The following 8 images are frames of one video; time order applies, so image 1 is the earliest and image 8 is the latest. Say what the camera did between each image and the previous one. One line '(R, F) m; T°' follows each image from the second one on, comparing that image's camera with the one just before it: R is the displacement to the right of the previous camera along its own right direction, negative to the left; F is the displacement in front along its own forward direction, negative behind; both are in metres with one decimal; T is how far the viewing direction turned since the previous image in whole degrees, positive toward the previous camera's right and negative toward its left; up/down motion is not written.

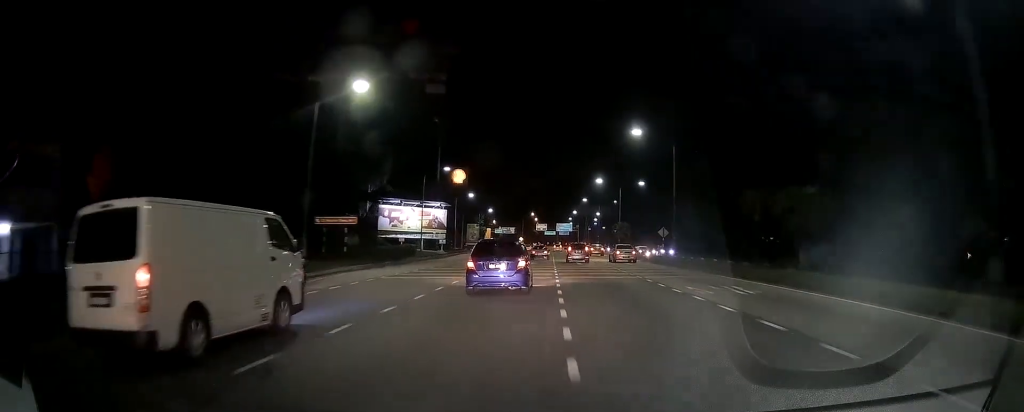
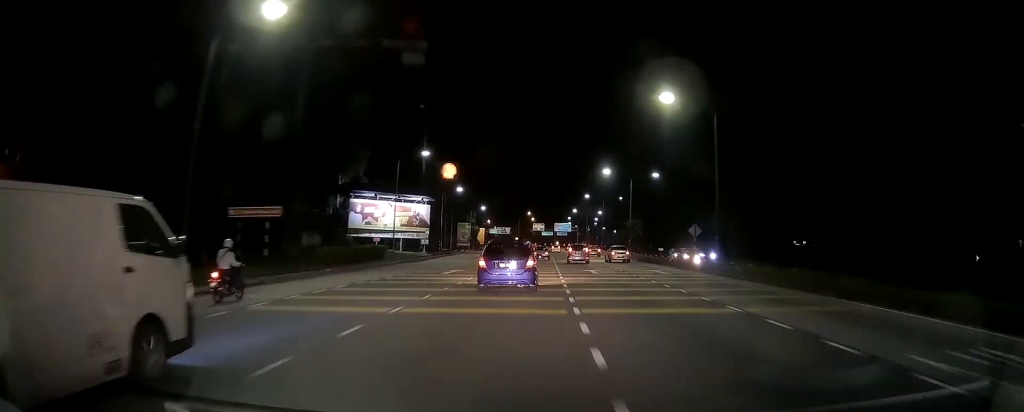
(0.0, +12.0) m; 0°
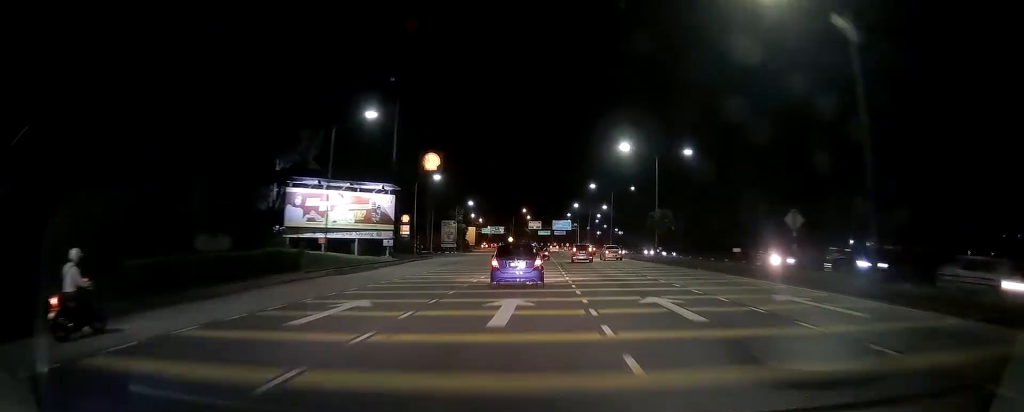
(0.0, +18.0) m; 0°
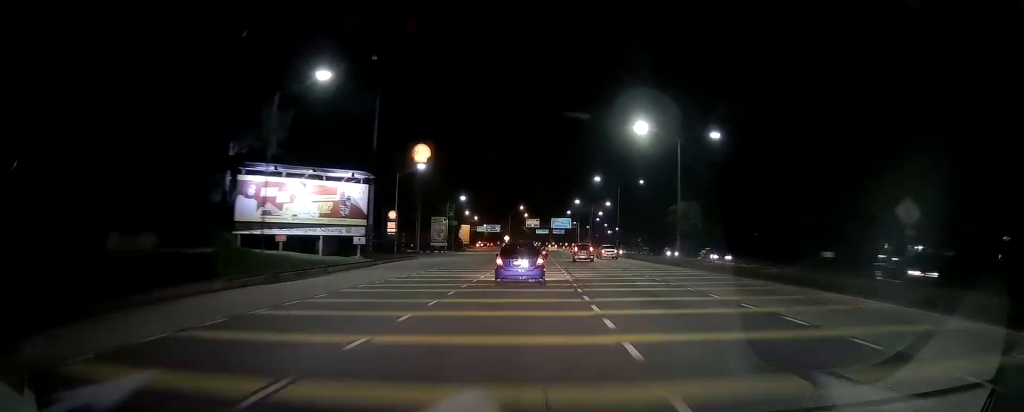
(0.0, +9.3) m; 0°
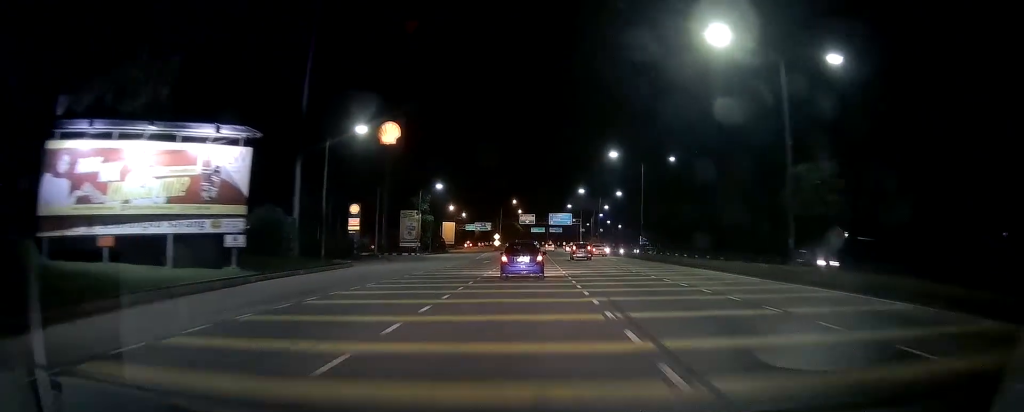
(+0.2, +21.6) m; +1°
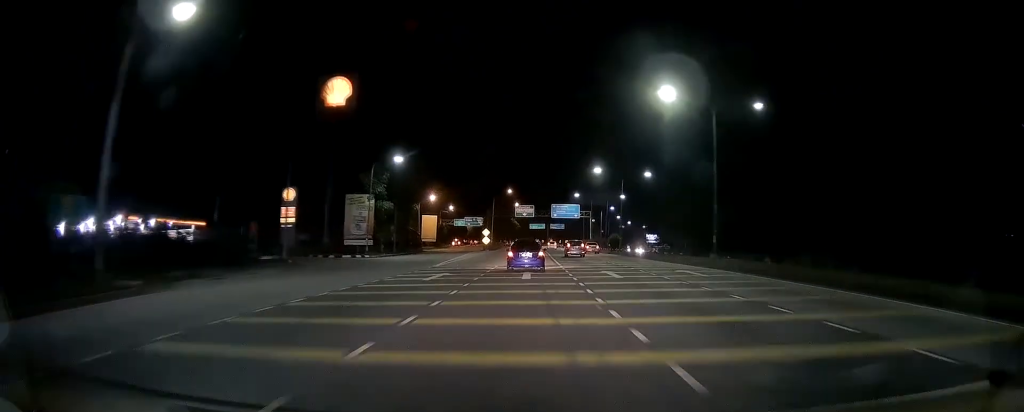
(+0.2, +25.4) m; 0°
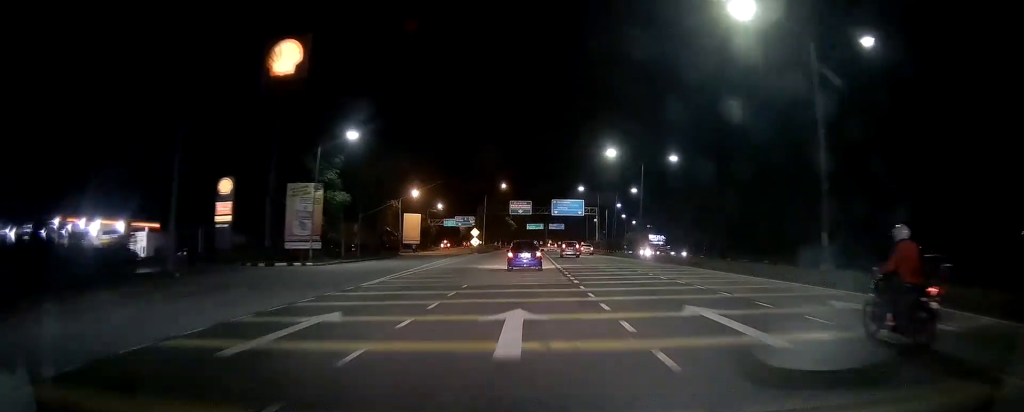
(0.0, +14.7) m; 0°
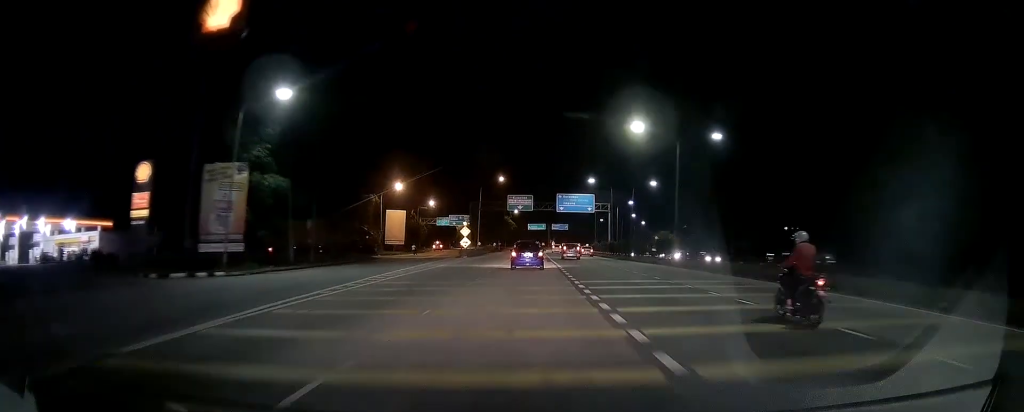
(-0.1, +12.9) m; 0°
